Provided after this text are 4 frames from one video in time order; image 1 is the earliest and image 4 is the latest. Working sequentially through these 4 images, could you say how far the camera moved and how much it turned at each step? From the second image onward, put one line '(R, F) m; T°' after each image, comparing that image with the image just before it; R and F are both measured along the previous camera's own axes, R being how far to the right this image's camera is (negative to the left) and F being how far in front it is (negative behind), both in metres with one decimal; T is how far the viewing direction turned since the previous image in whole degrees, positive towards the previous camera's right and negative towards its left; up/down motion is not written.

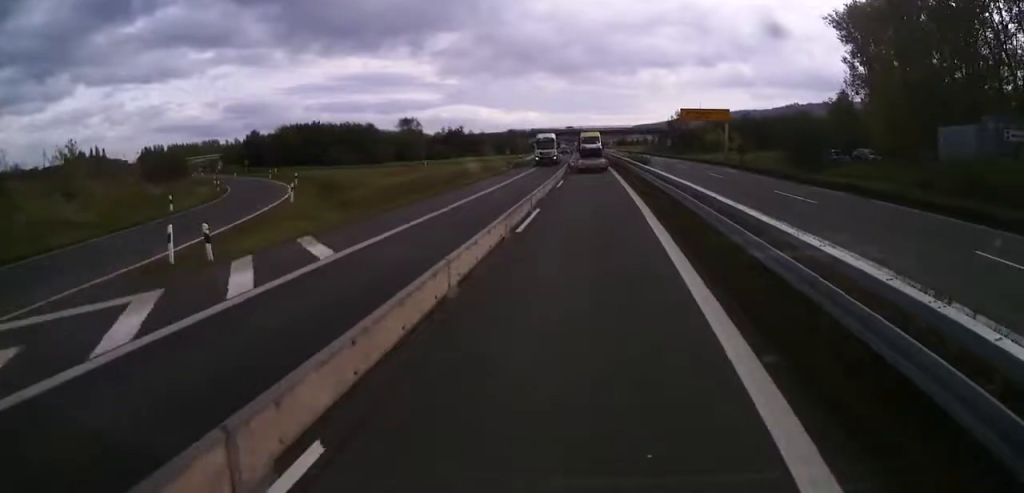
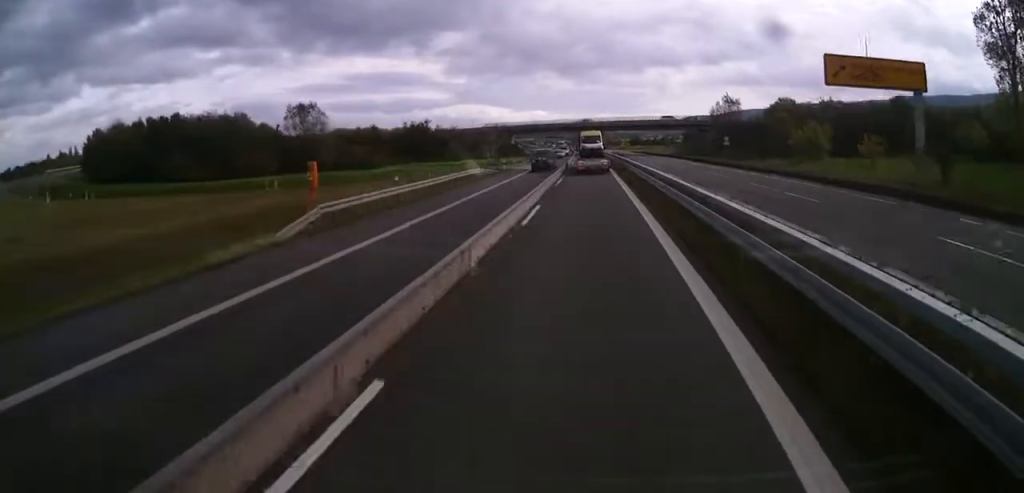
(0.0, +53.0) m; 0°
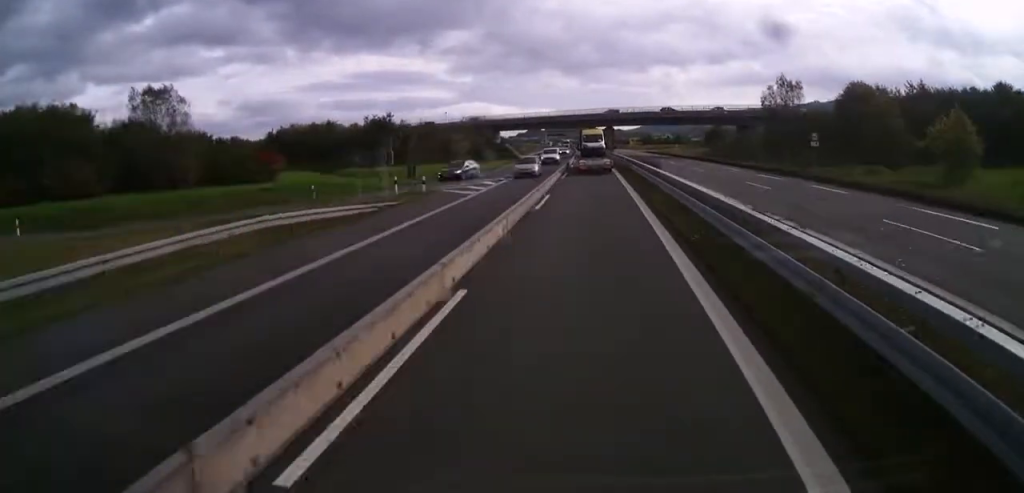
(-0.6, +32.7) m; -1°
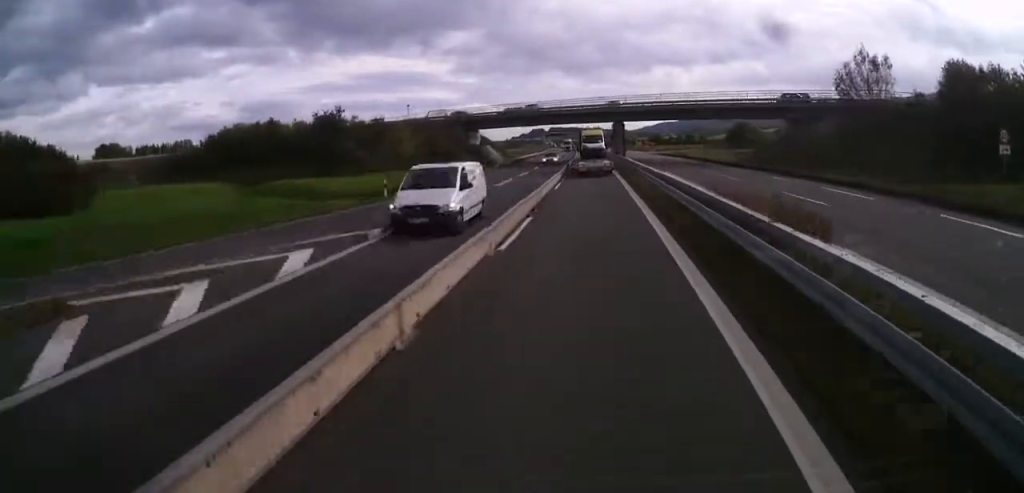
(-0.1, +26.6) m; 0°
